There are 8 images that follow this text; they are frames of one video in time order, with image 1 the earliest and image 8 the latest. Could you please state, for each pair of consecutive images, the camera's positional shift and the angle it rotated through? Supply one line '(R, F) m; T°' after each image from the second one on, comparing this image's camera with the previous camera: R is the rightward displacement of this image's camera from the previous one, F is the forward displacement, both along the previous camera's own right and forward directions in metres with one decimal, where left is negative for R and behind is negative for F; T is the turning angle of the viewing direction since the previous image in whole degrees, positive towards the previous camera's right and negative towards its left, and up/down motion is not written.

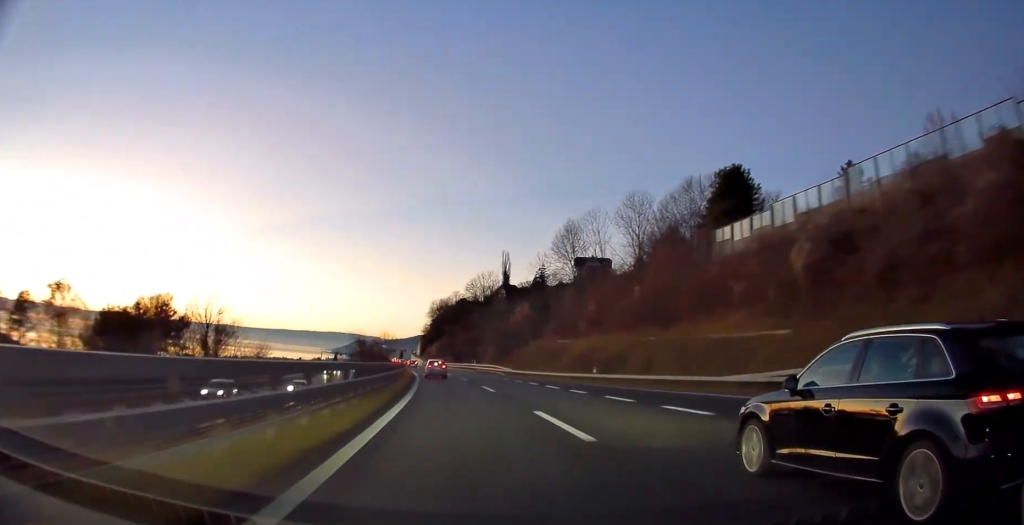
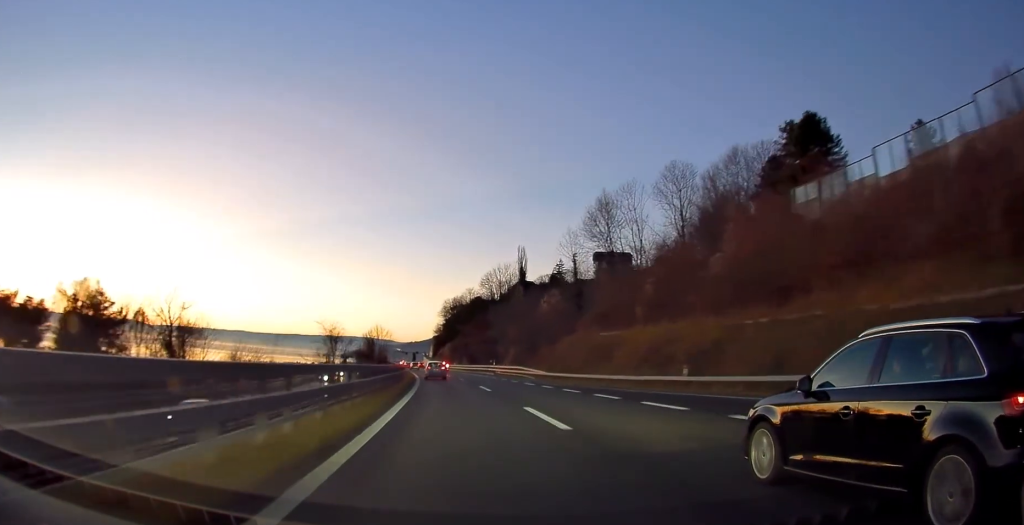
(-0.1, +16.8) m; -2°
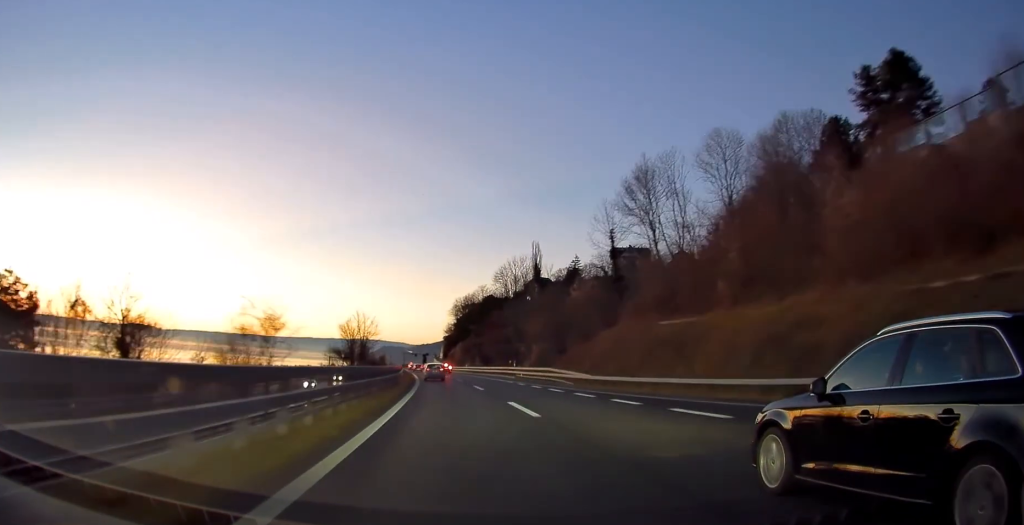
(-0.4, +14.0) m; -2°
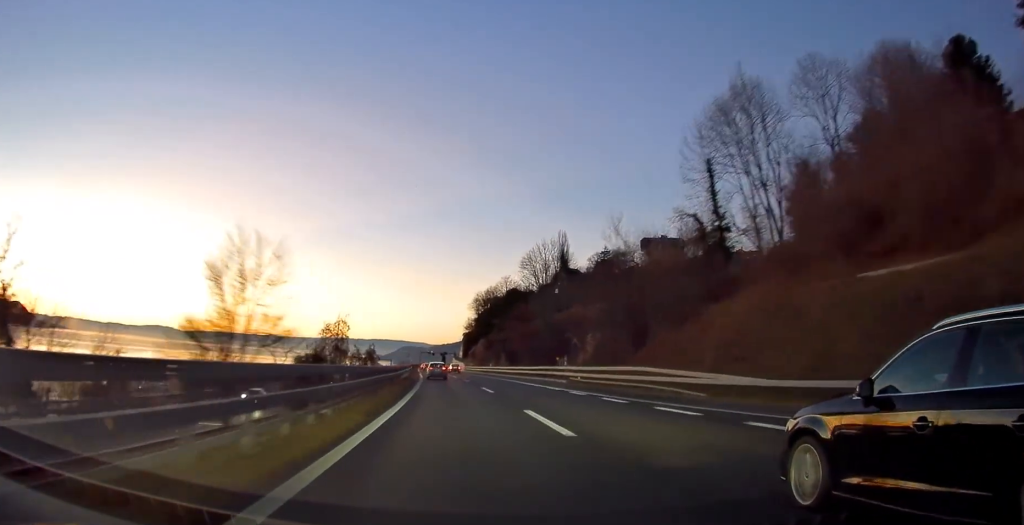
(-0.5, +22.4) m; -2°
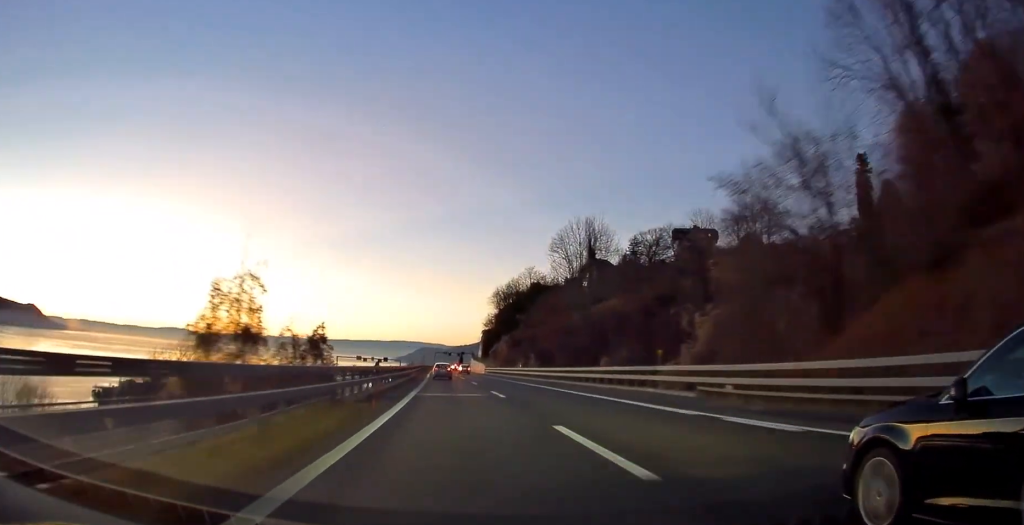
(-0.3, +21.6) m; -1°
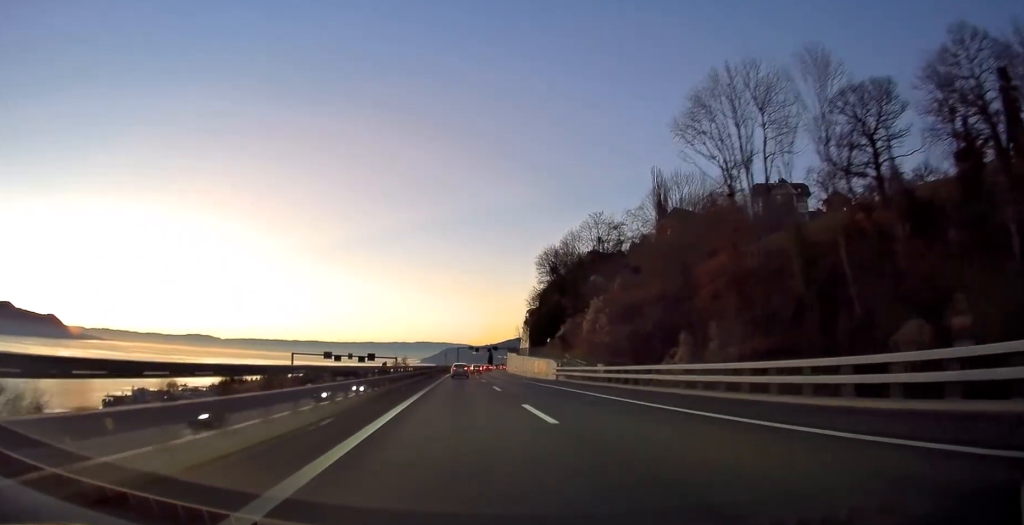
(-2.5, +64.9) m; -5°
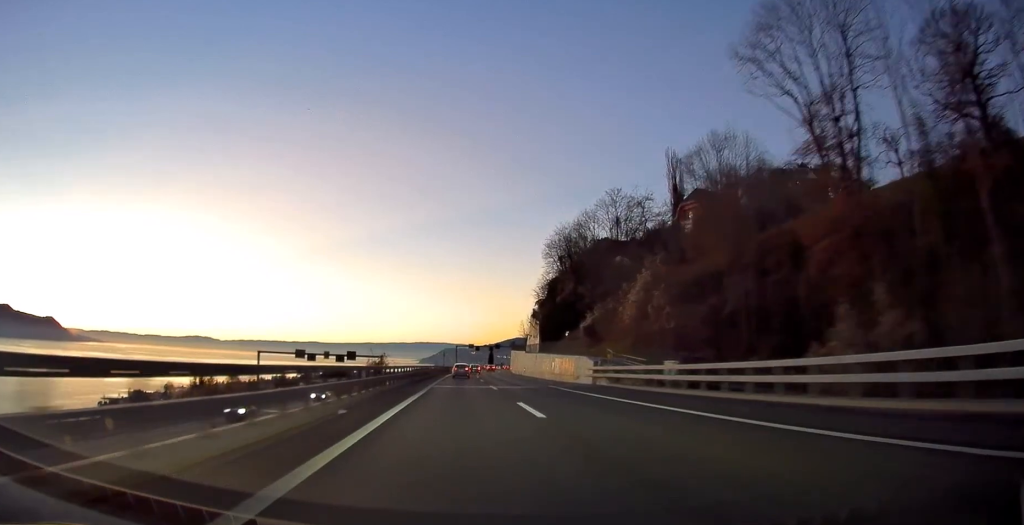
(-0.3, +16.0) m; -1°
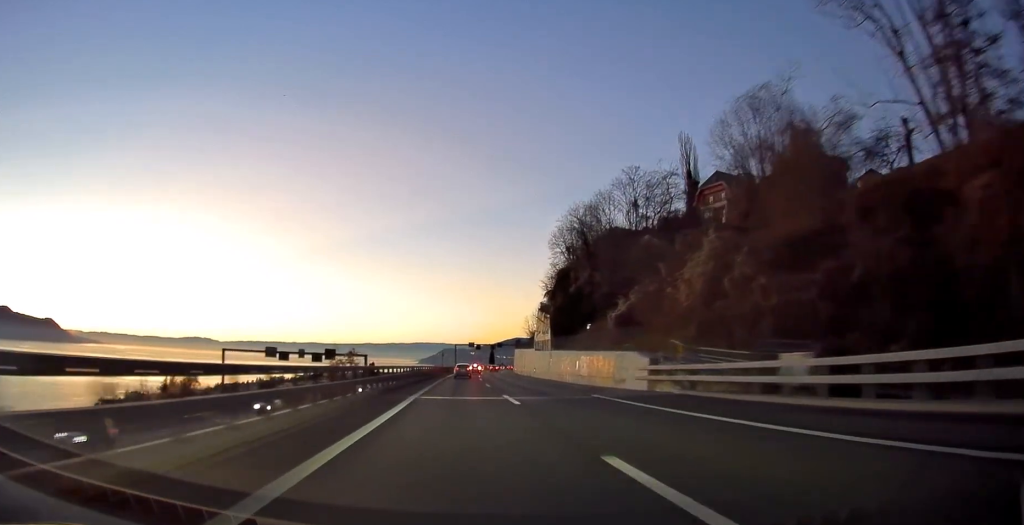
(0.0, +13.2) m; 0°
